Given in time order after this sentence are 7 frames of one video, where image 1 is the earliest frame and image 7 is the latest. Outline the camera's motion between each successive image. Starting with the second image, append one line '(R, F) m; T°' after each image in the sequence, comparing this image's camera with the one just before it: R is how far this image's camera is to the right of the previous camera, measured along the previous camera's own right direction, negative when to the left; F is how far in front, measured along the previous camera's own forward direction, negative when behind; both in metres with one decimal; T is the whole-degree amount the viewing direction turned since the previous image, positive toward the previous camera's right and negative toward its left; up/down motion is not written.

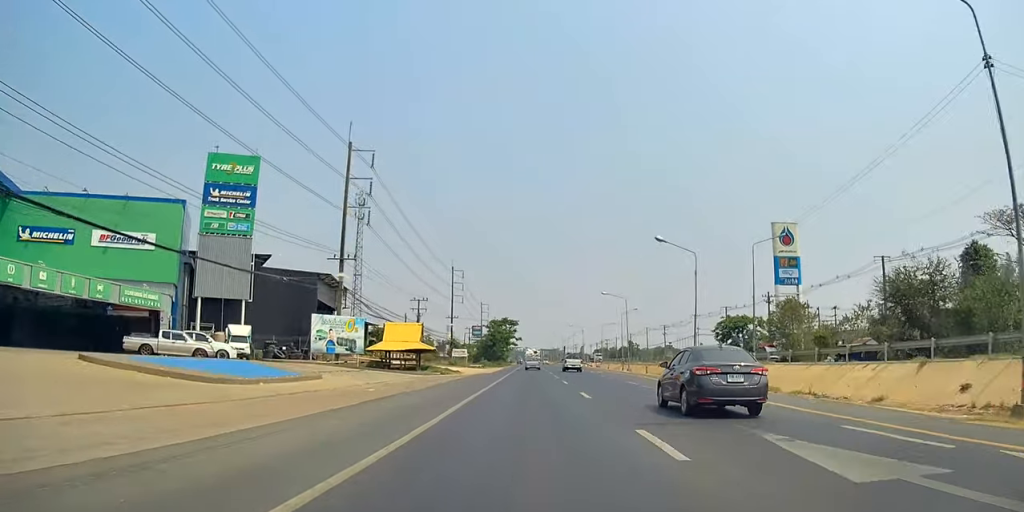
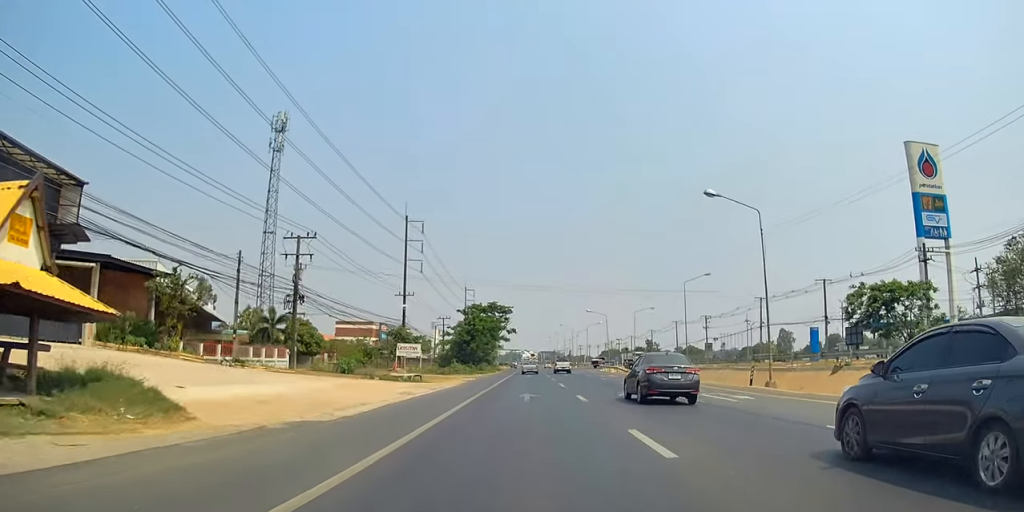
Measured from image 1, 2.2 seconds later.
(-0.2, +46.9) m; -2°
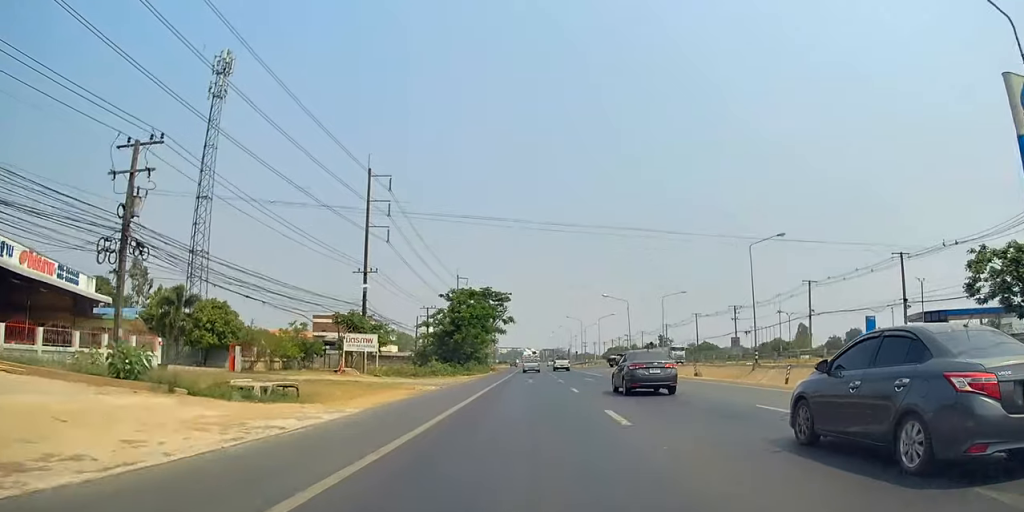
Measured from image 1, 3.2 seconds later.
(-0.3, +20.4) m; -1°
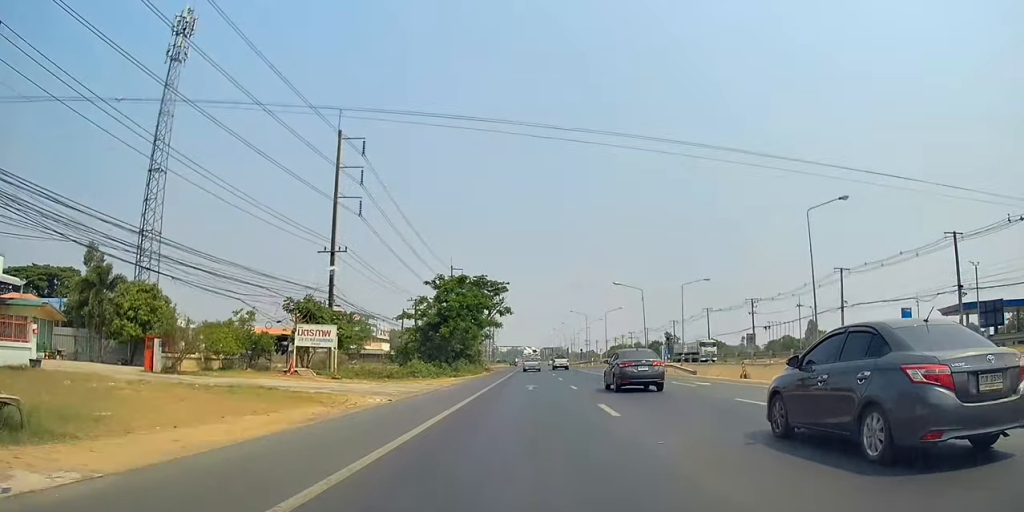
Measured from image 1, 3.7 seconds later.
(0.0, +10.7) m; 0°
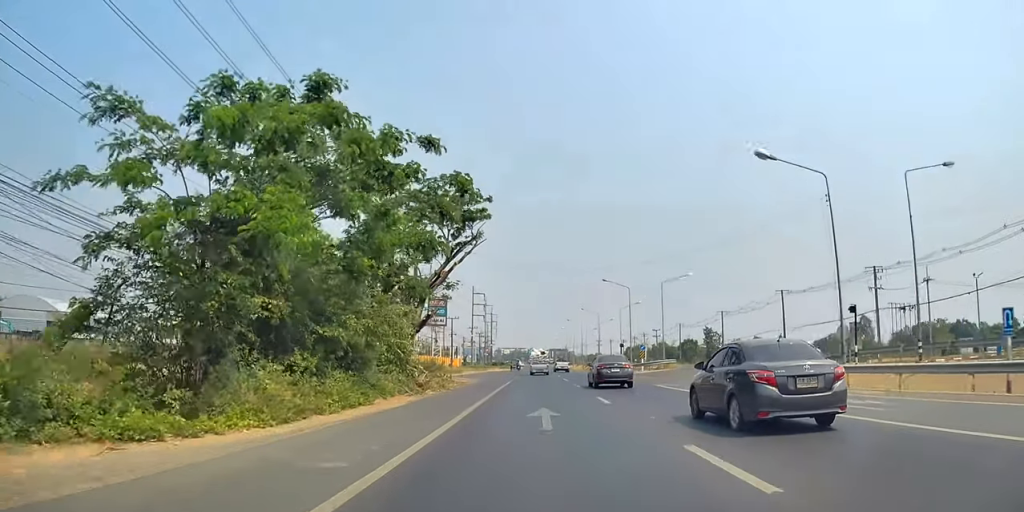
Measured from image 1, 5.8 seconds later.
(0.0, +43.6) m; 0°
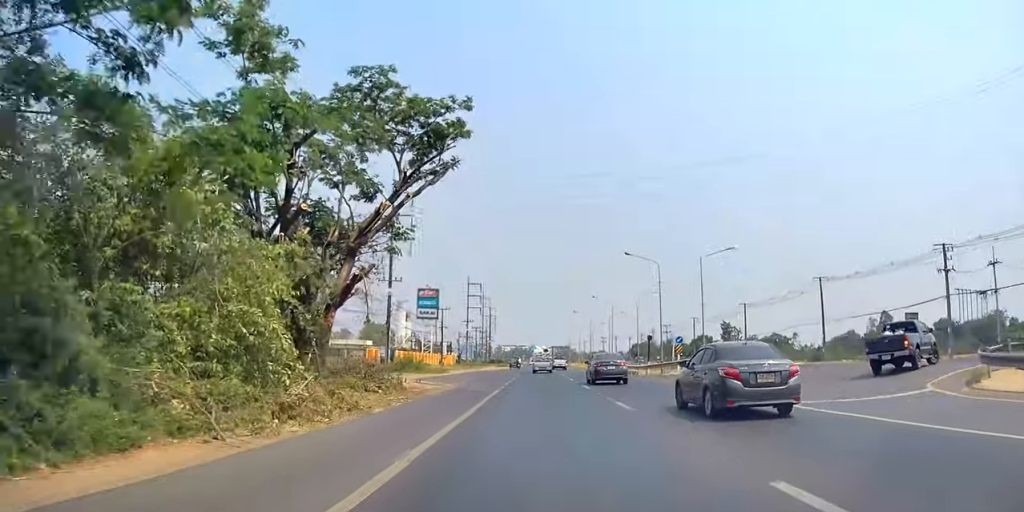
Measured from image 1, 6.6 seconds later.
(0.0, +15.5) m; 0°
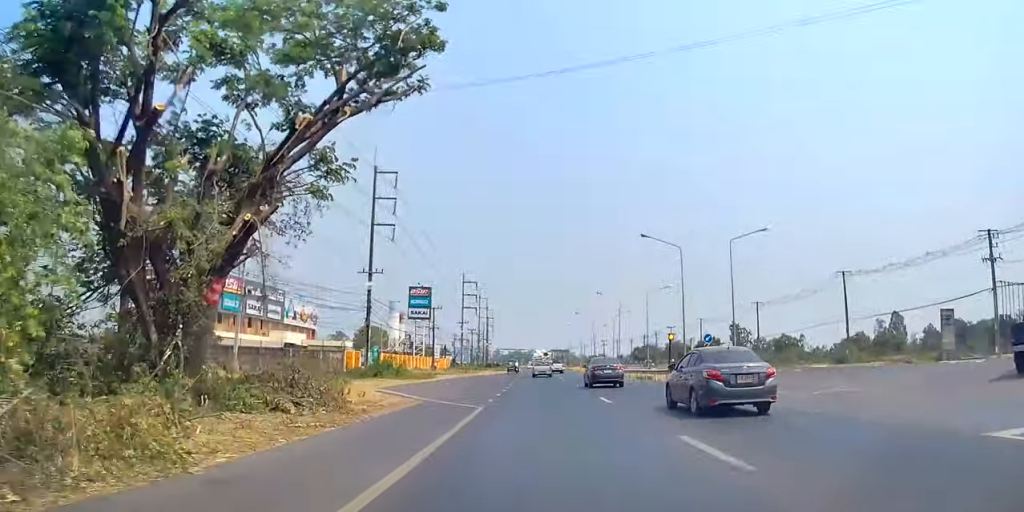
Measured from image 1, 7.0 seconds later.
(0.0, +8.2) m; 0°
